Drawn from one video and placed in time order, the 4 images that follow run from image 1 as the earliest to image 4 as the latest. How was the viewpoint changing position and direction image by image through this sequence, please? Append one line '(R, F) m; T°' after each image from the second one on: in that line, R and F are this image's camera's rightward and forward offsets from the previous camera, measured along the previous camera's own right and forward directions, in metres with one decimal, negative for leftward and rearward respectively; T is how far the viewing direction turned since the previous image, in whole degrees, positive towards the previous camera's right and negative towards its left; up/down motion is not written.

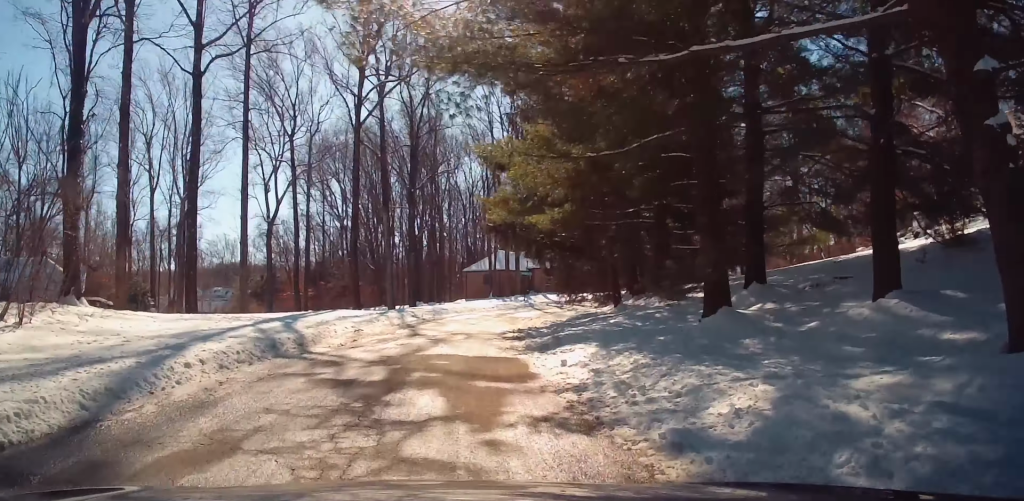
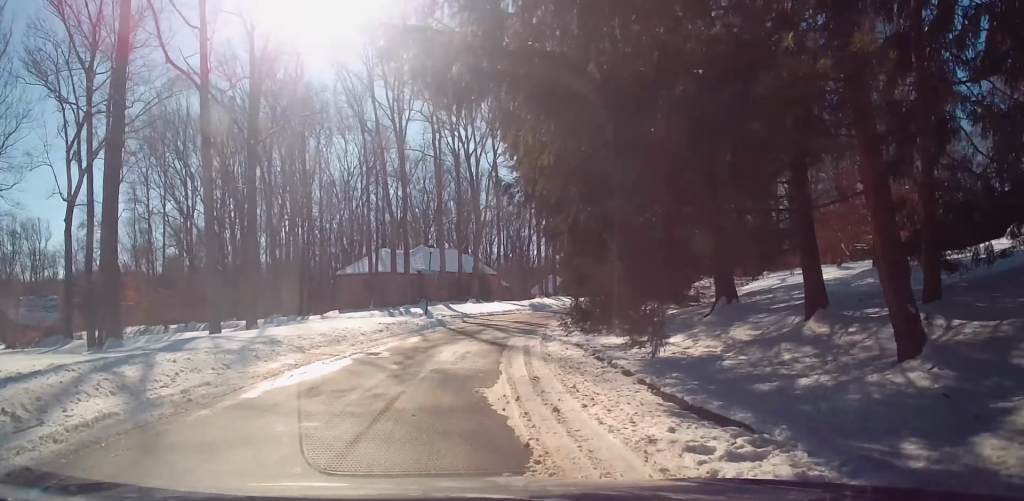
(+3.0, +26.9) m; +12°
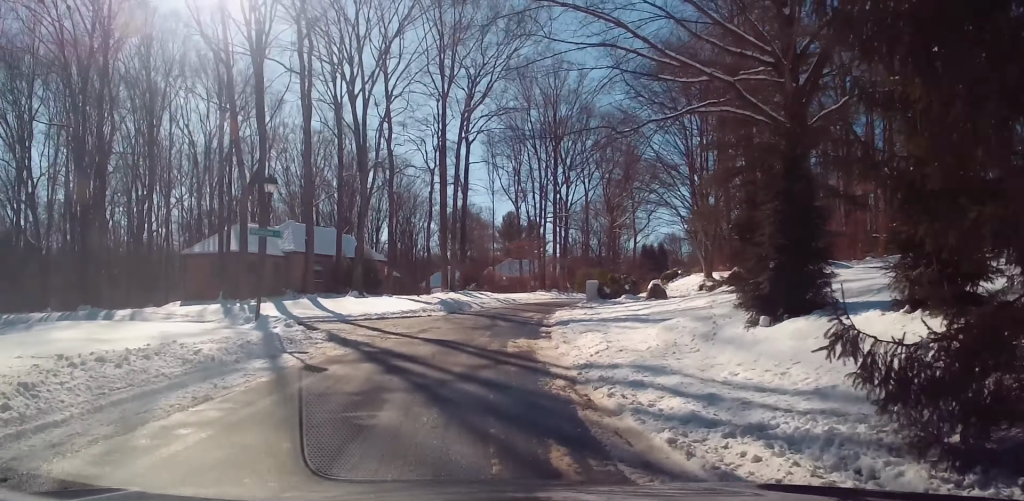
(+1.9, +27.8) m; +14°
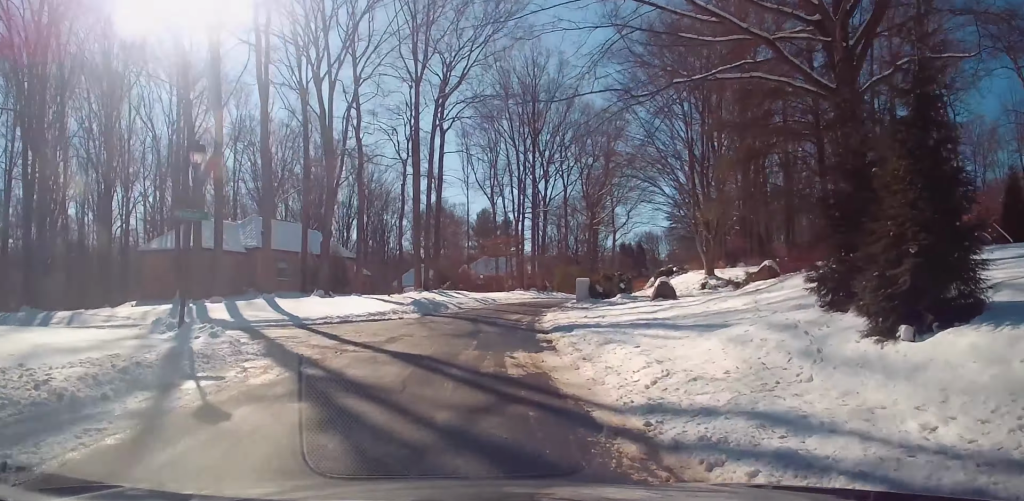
(+0.3, +5.6) m; +4°
